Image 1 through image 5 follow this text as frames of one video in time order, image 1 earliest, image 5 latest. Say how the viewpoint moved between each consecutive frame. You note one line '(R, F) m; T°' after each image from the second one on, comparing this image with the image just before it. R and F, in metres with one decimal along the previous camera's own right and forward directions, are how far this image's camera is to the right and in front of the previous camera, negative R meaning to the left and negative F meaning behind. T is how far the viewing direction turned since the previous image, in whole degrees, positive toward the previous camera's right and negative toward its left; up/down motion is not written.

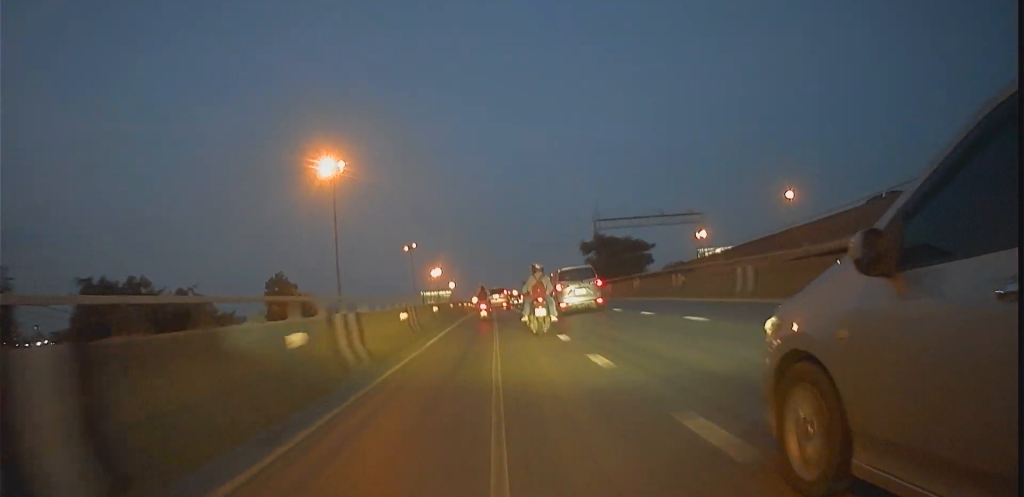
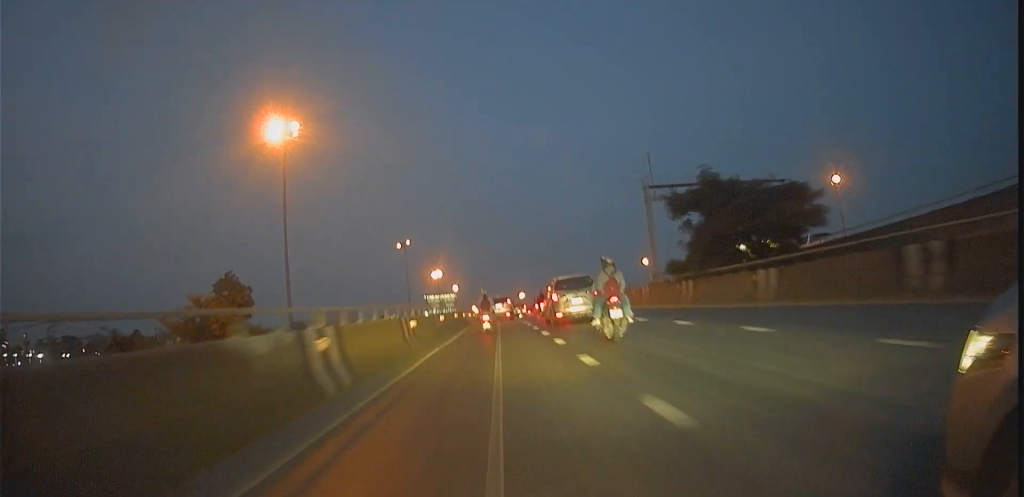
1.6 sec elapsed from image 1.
(-1.2, +24.3) m; -4°
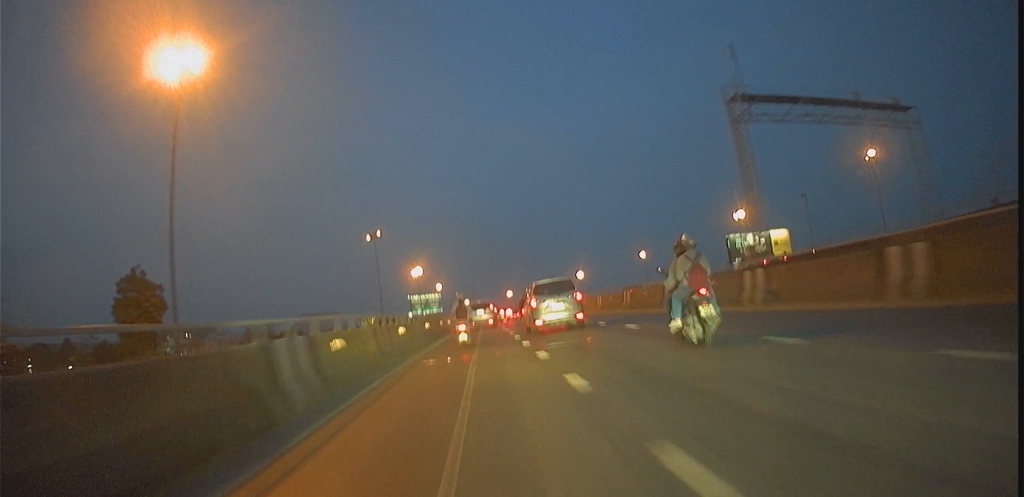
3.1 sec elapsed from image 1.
(+1.6, +22.3) m; +7°
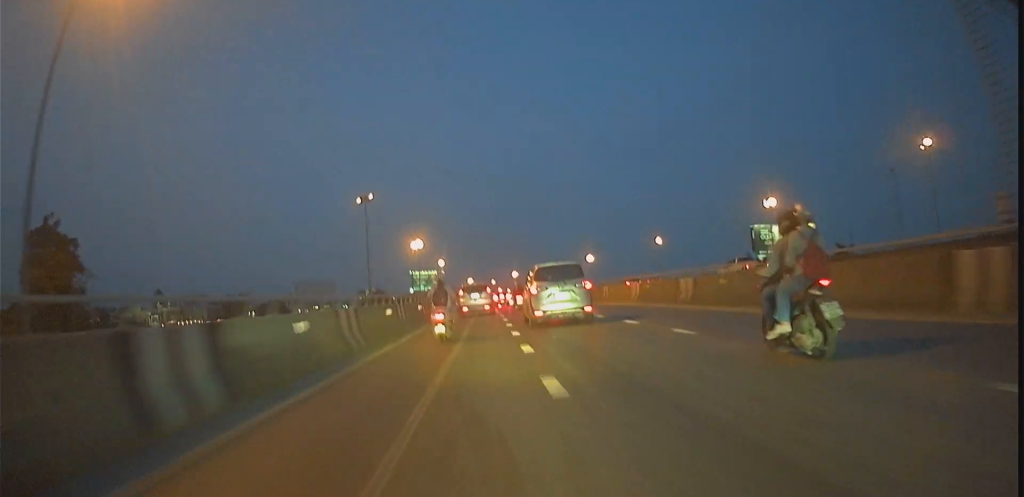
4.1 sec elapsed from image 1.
(+0.5, +16.7) m; -1°
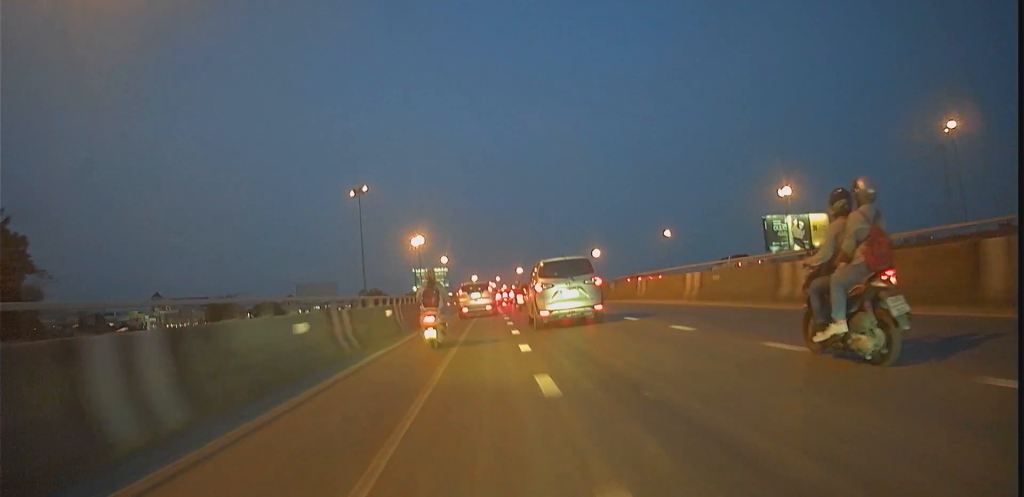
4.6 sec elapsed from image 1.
(-0.5, +8.0) m; -1°
